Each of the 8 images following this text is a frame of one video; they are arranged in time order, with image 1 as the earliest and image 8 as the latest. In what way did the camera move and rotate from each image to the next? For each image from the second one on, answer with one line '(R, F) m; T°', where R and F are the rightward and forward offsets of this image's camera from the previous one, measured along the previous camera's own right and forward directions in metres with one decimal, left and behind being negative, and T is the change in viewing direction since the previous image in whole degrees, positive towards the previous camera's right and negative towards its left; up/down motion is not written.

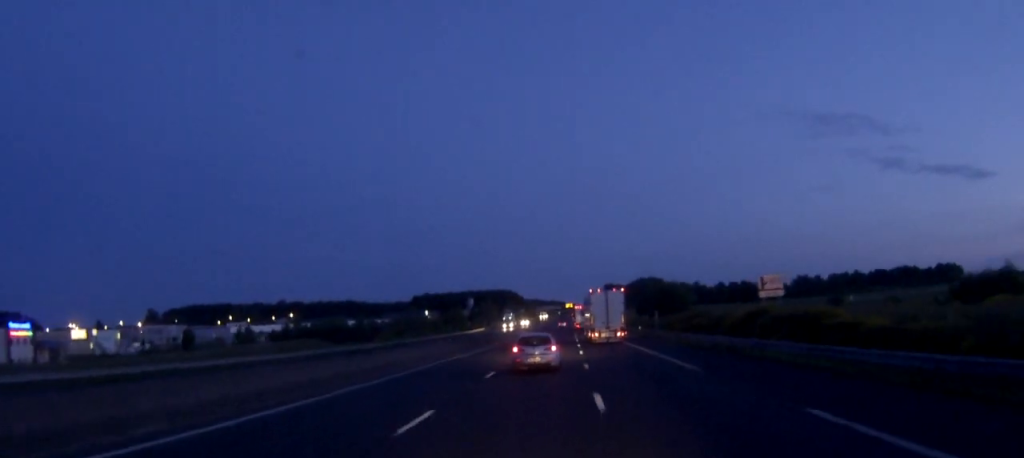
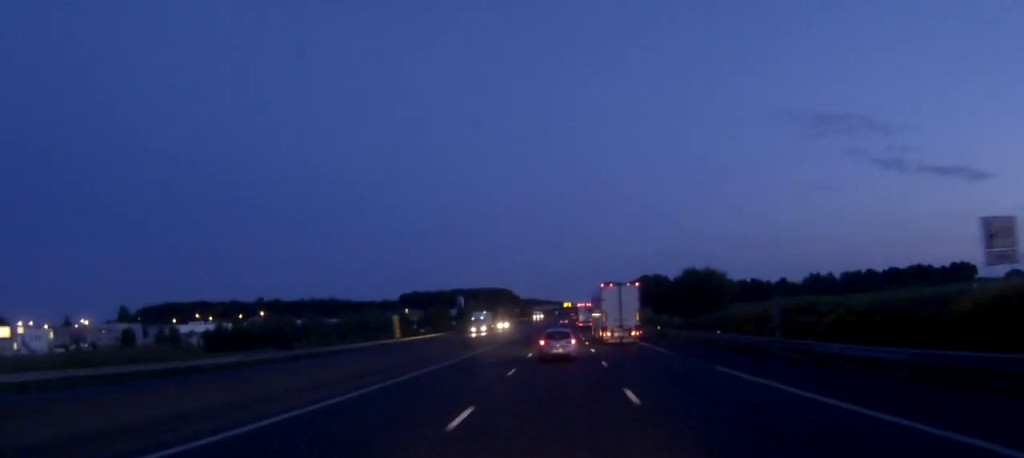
(+0.1, +38.2) m; 0°
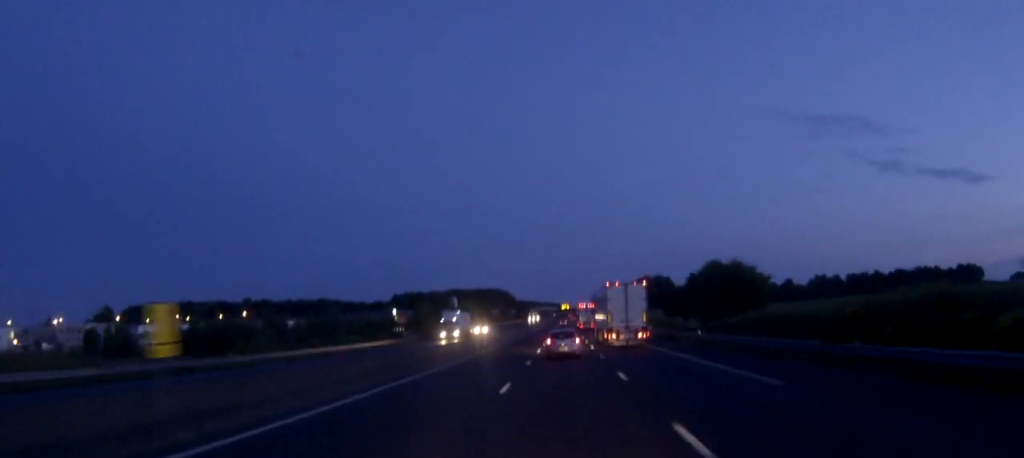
(0.0, +19.2) m; 0°
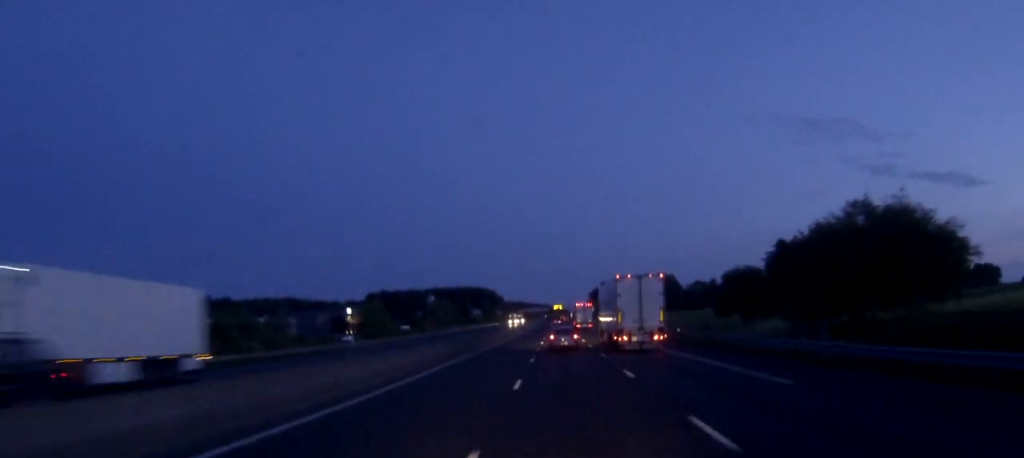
(+0.2, +50.8) m; +1°
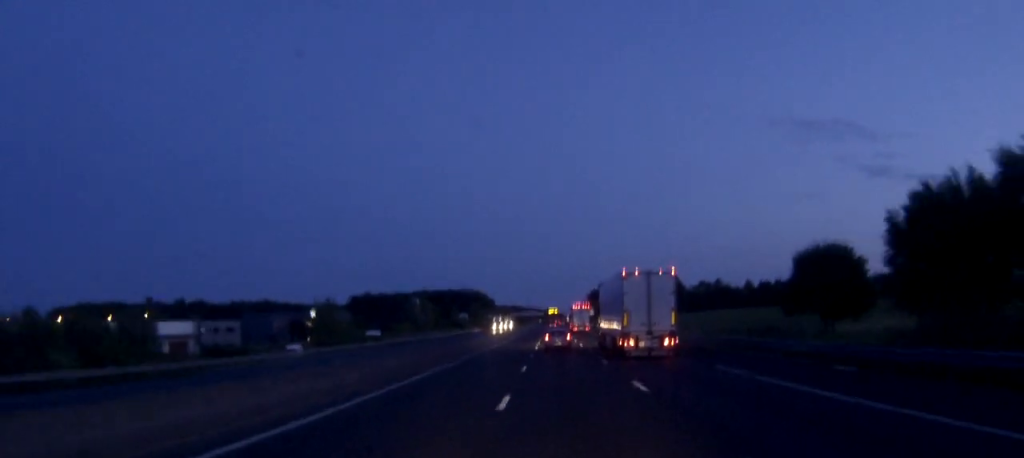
(+0.1, +29.8) m; 0°
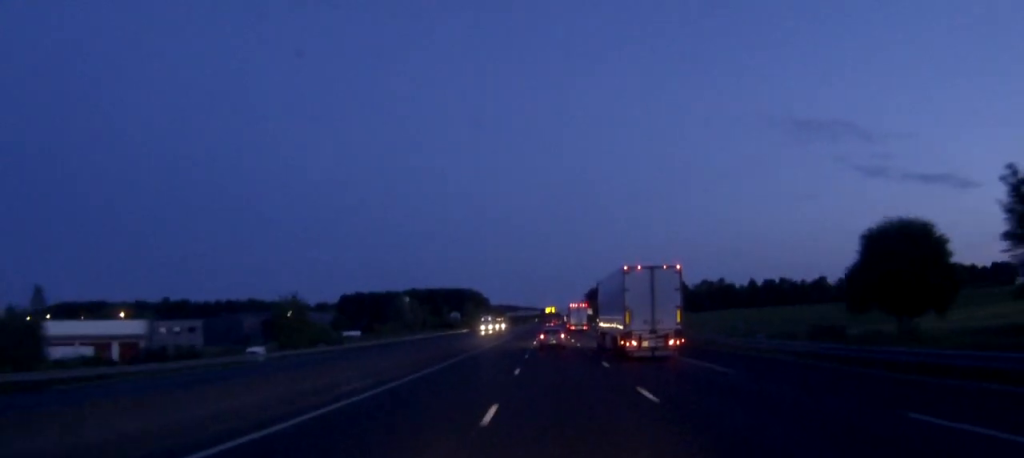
(0.0, +15.4) m; 0°
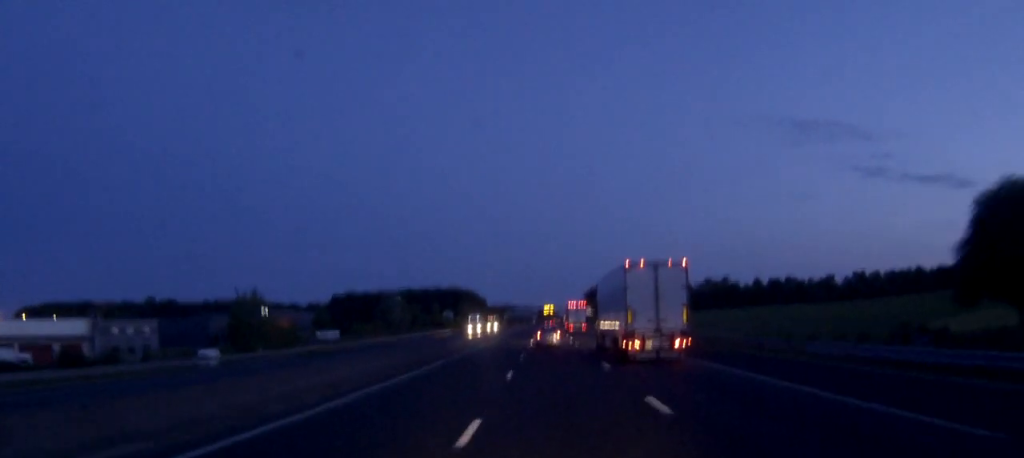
(0.0, +15.4) m; 0°
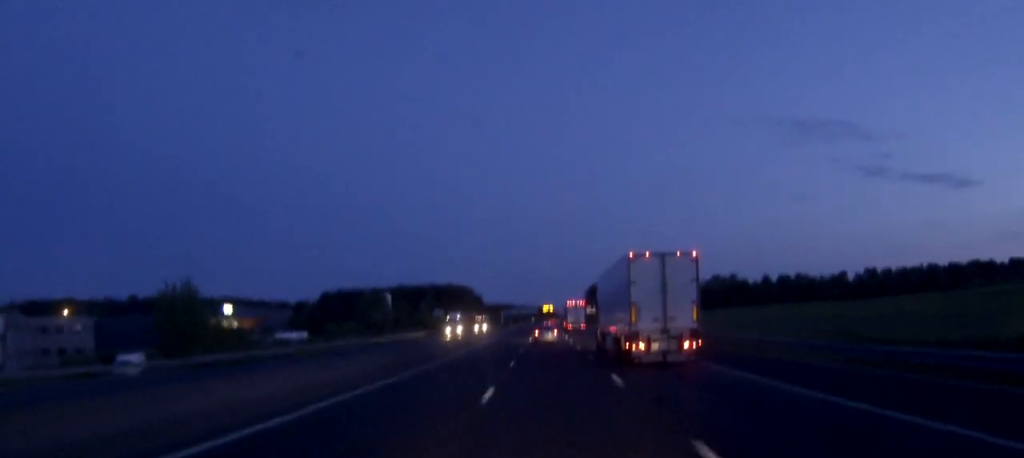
(0.0, +19.3) m; 0°
